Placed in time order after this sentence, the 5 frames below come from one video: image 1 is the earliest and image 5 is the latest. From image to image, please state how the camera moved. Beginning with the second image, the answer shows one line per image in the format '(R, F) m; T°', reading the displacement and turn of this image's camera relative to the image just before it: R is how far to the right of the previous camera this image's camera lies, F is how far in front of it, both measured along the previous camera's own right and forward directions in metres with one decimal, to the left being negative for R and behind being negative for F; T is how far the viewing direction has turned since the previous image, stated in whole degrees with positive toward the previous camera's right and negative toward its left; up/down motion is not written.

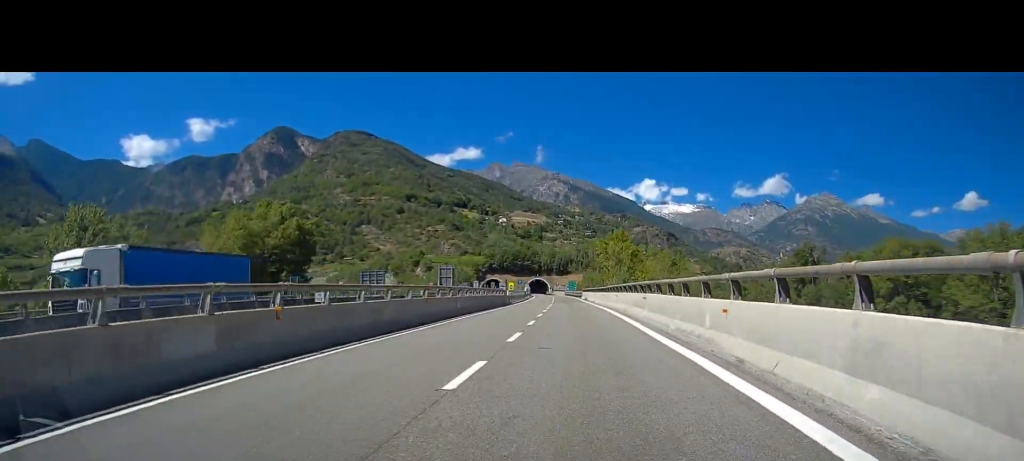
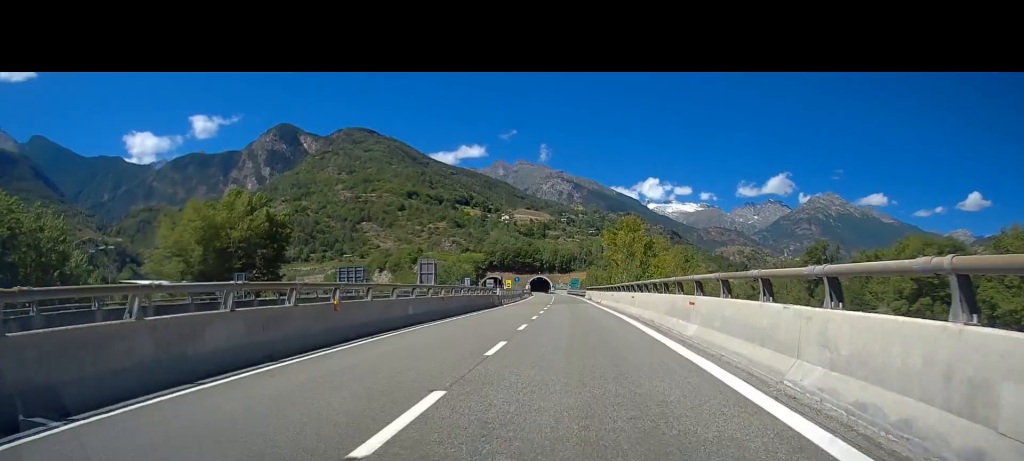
(0.0, +12.4) m; 0°
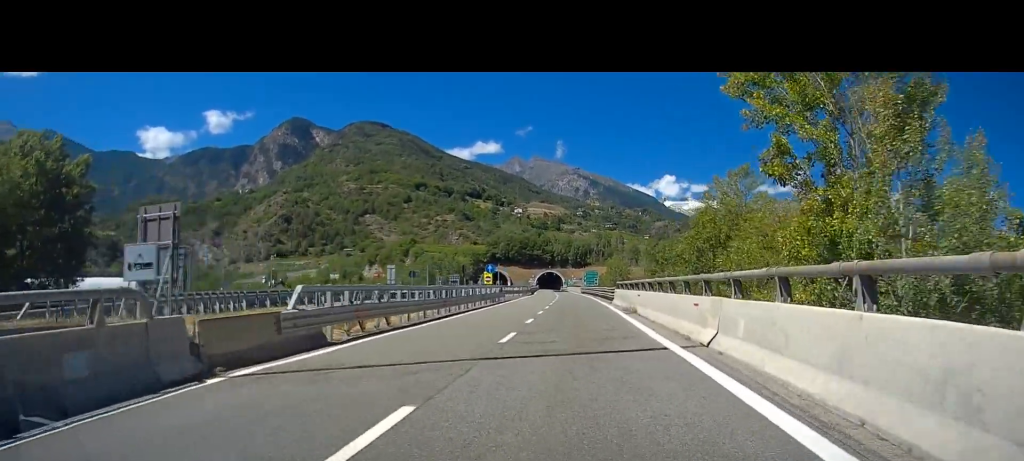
(-0.6, +47.1) m; -2°
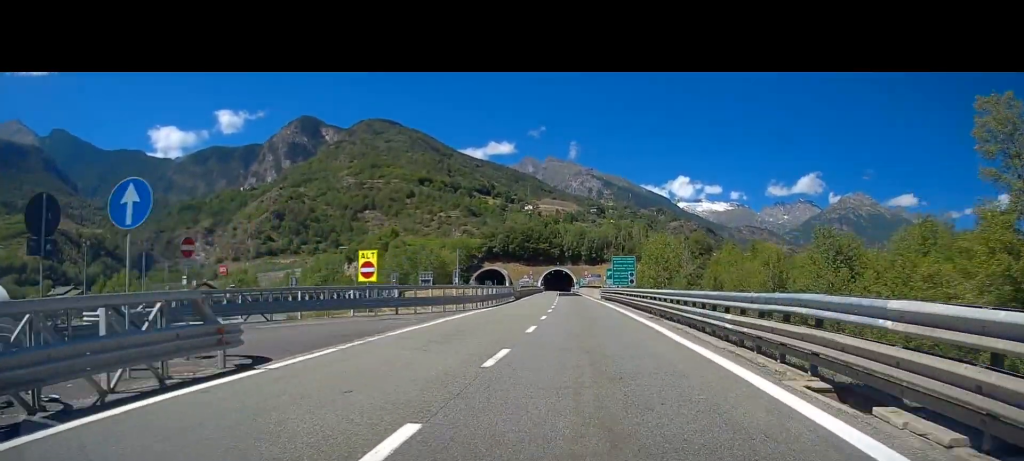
(-0.3, +50.0) m; -1°
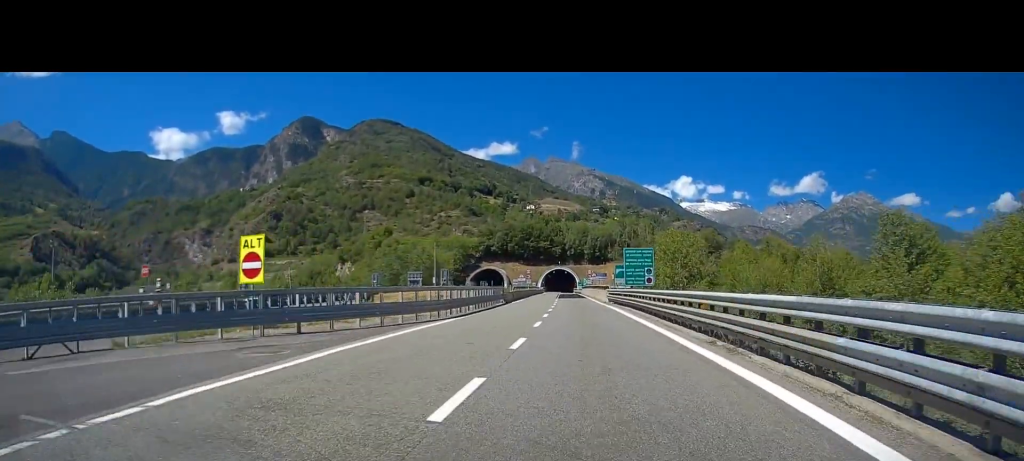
(0.0, +11.9) m; 0°
